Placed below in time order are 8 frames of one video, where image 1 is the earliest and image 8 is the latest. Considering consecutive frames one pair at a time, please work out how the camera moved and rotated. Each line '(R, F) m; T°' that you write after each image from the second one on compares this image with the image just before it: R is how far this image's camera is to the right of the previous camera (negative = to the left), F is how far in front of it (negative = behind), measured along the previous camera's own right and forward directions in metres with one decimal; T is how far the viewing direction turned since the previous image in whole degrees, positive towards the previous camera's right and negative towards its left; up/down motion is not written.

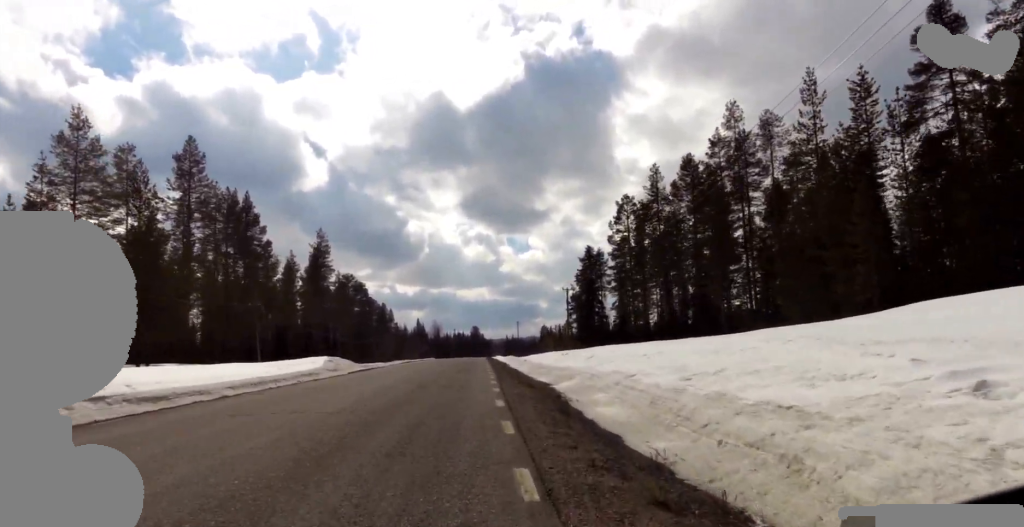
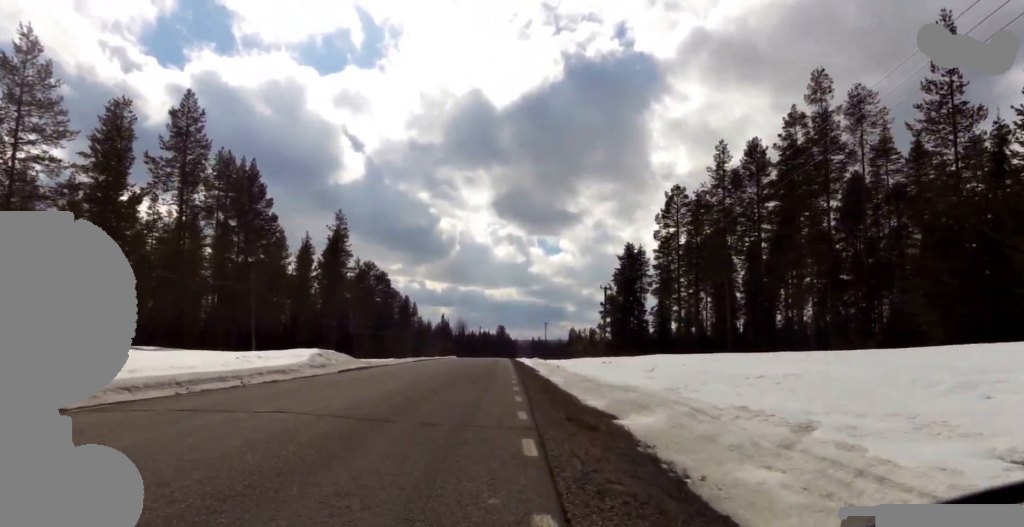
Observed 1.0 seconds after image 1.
(+0.4, +7.6) m; +3°
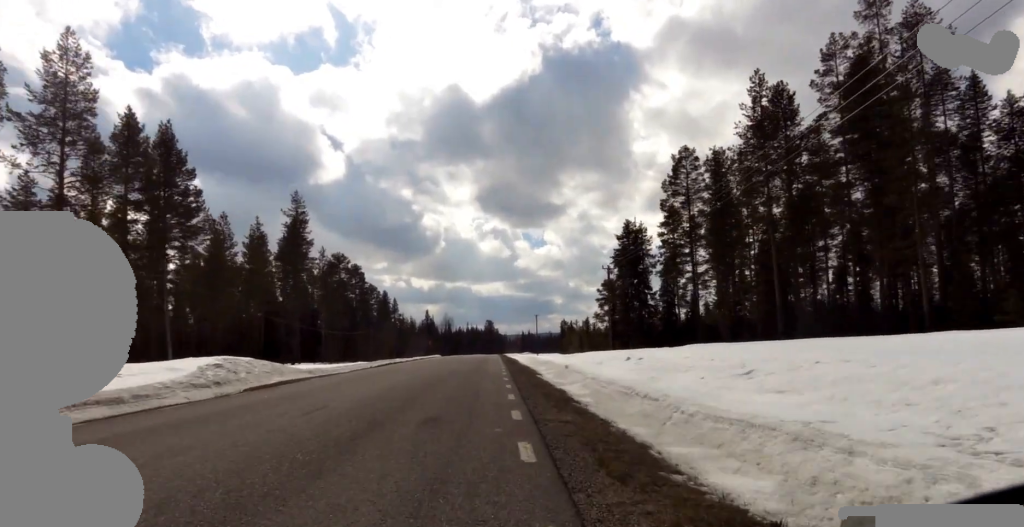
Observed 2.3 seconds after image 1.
(-0.2, +9.7) m; -3°
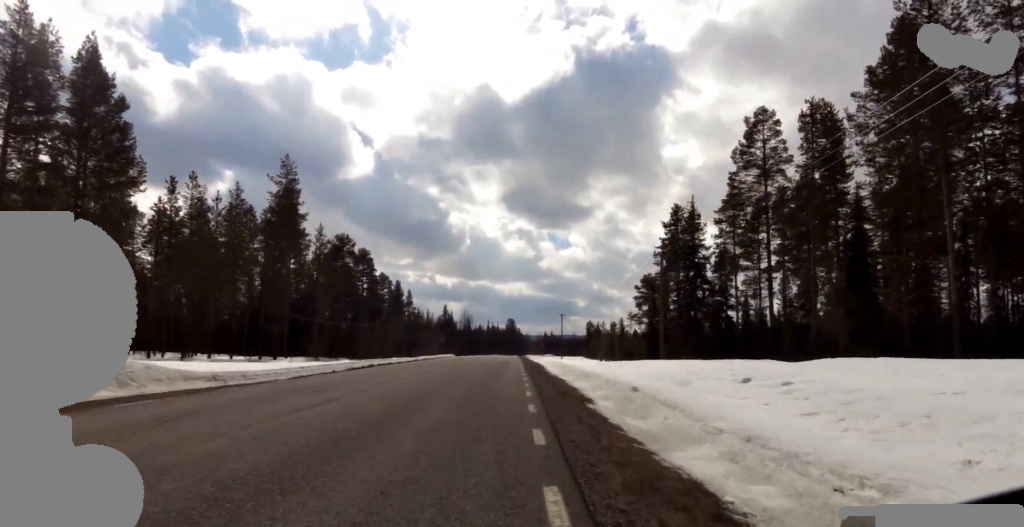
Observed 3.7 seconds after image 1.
(0.0, +11.3) m; +5°
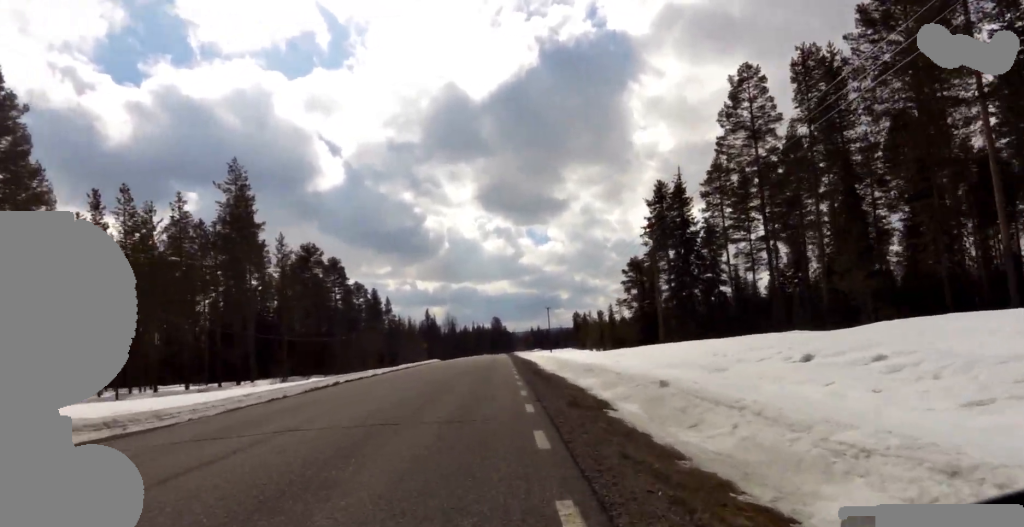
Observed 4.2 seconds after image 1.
(+0.1, +3.8) m; +1°
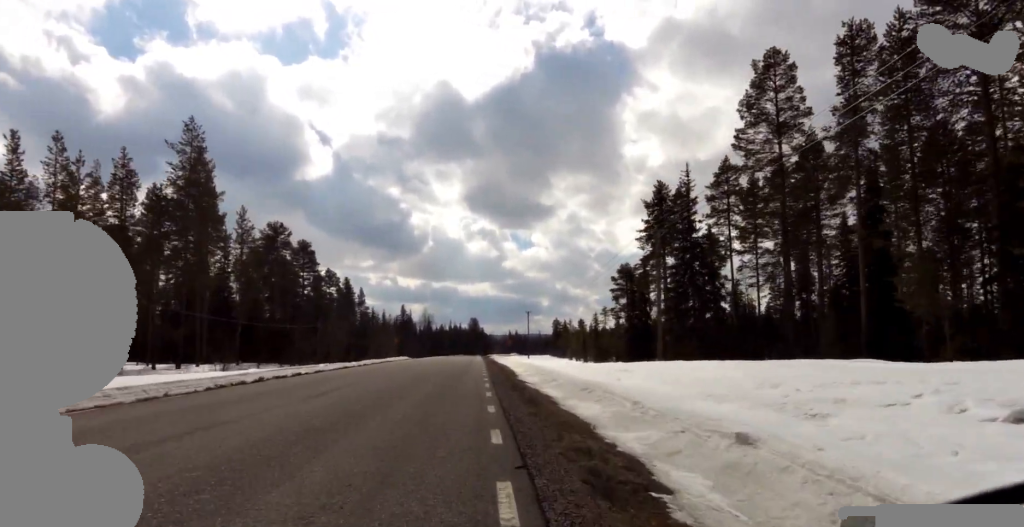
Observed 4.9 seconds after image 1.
(+0.4, +5.4) m; -2°
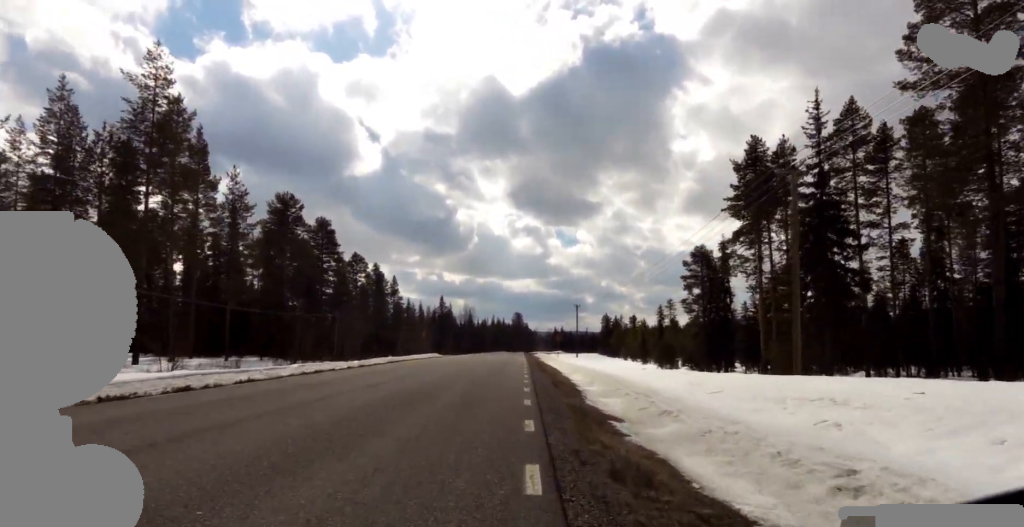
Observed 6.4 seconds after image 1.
(-1.0, +11.5) m; -3°
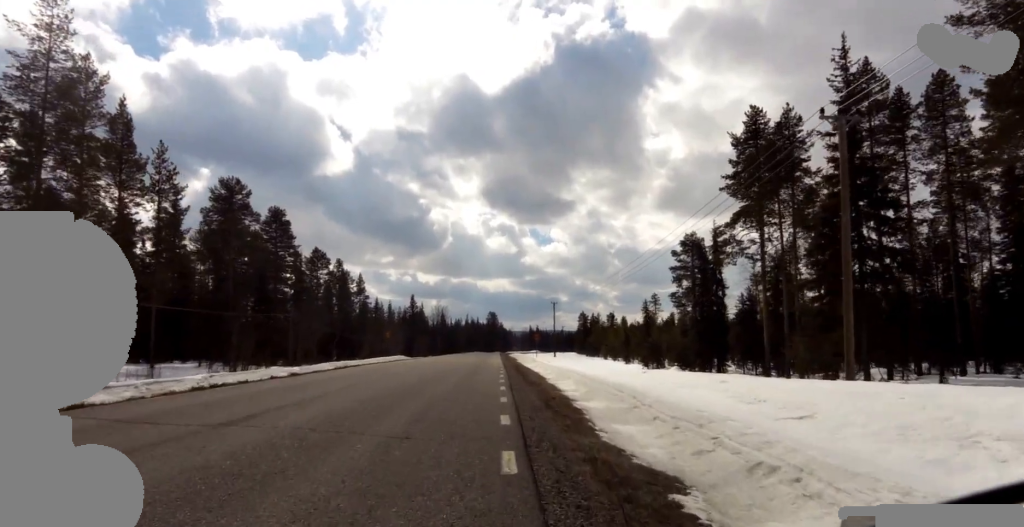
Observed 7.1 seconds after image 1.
(+0.2, +5.3) m; +1°
